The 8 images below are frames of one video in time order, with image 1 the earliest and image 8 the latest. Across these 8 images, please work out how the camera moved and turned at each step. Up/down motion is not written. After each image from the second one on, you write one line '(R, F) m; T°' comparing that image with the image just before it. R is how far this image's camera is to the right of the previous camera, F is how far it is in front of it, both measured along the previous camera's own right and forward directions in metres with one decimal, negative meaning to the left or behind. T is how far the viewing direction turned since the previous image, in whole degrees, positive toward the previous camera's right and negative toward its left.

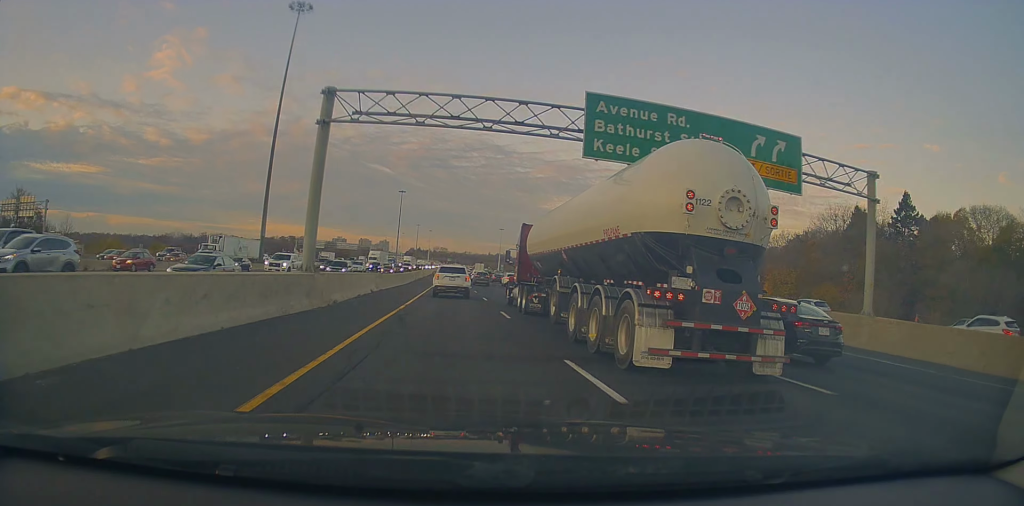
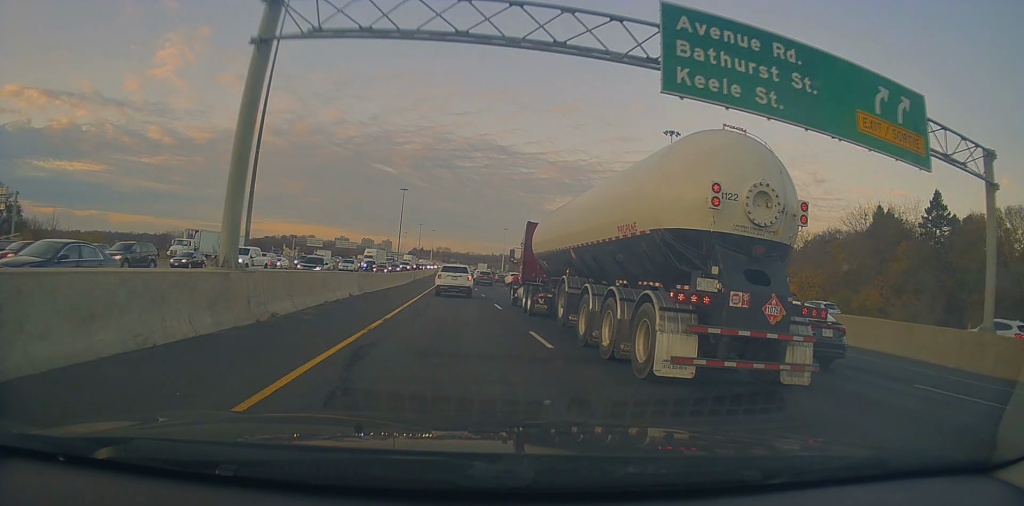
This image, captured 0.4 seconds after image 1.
(-0.1, +7.6) m; 0°
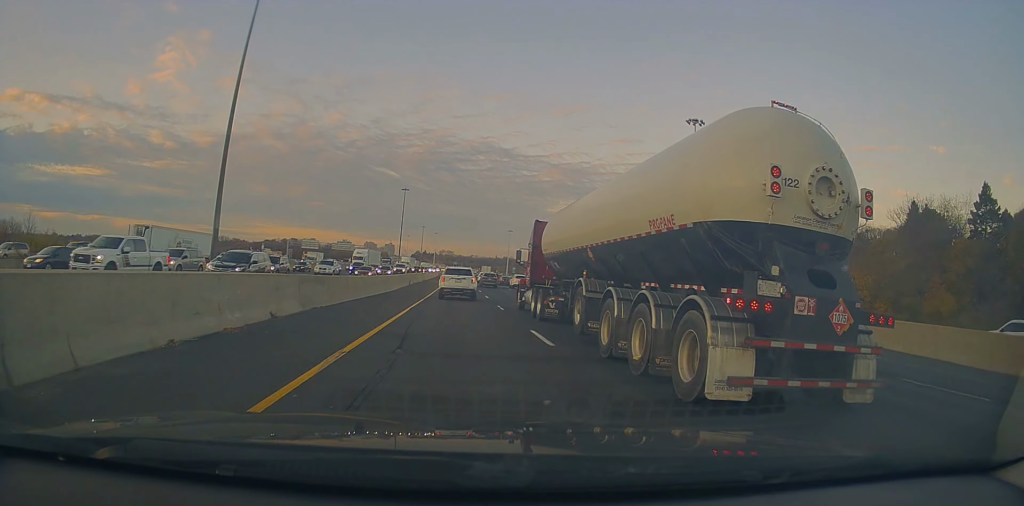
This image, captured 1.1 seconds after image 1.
(-0.1, +11.3) m; 0°
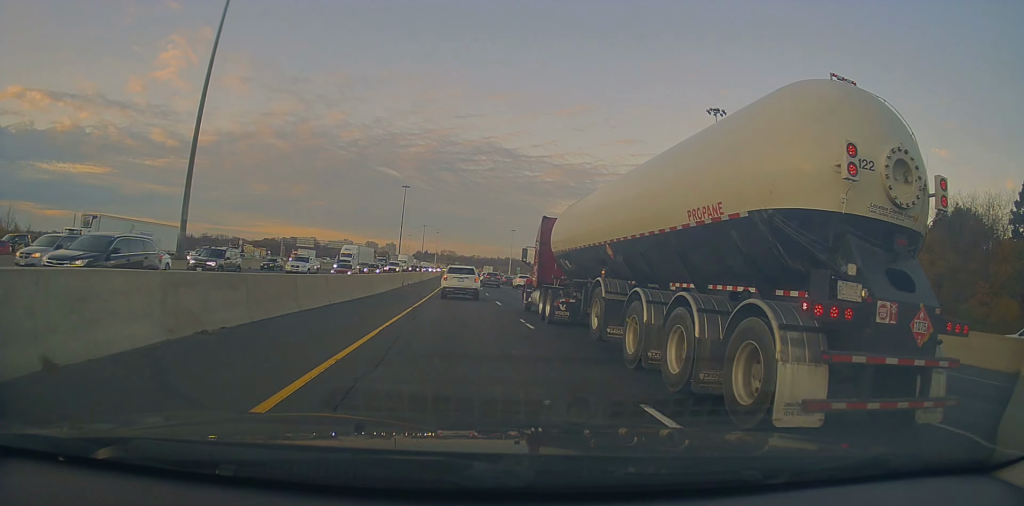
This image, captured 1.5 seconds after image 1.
(0.0, +8.6) m; 0°
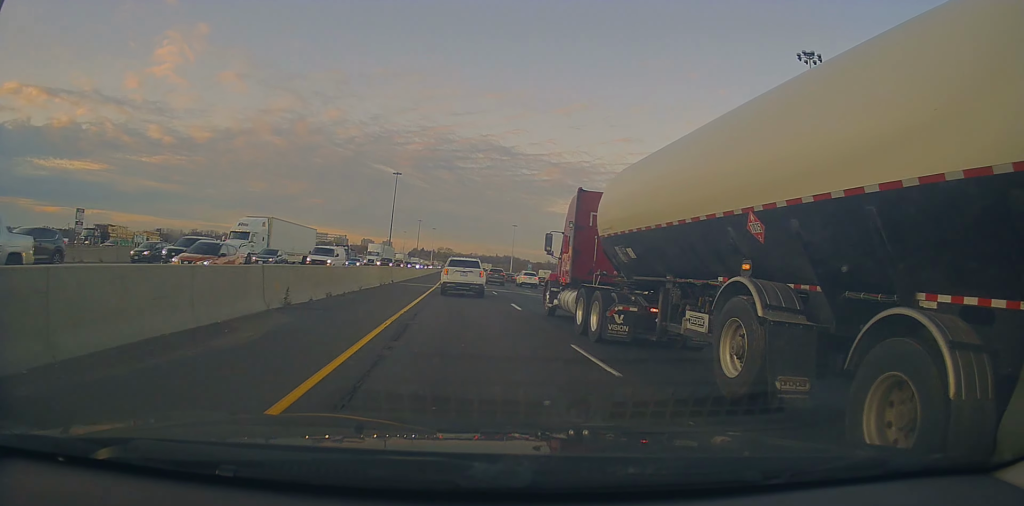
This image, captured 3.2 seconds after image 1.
(+0.1, +30.8) m; -1°
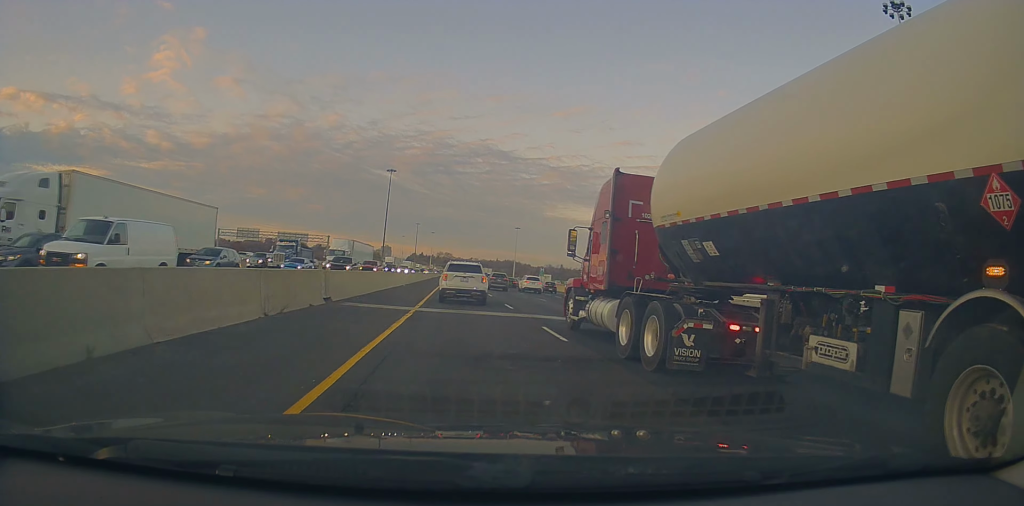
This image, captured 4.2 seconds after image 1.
(-0.3, +19.9) m; +1°
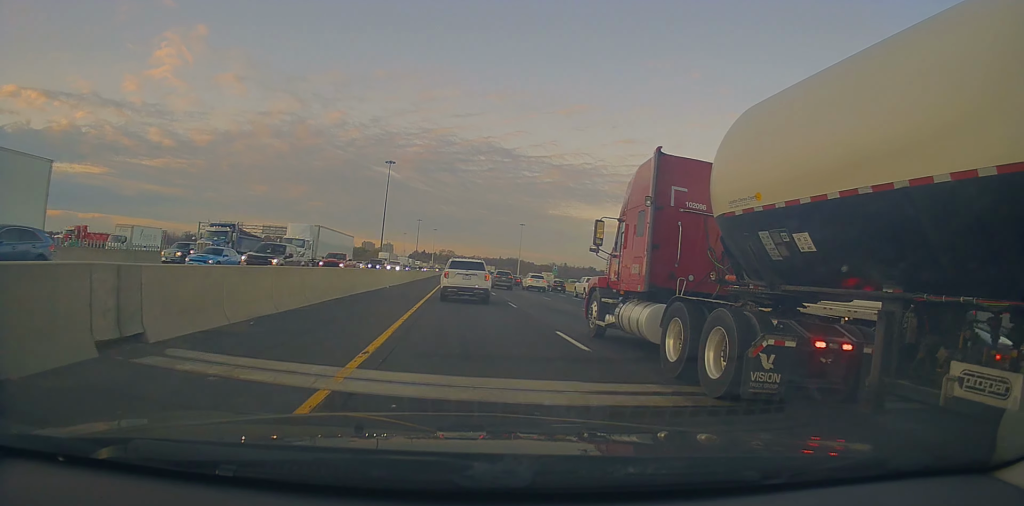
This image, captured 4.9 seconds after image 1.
(+0.5, +12.7) m; +1°
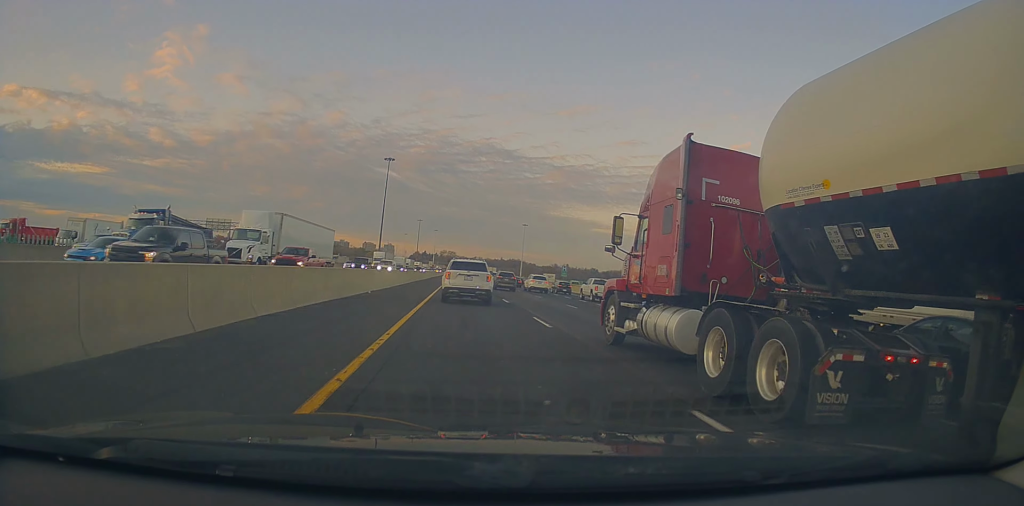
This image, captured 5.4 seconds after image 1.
(-0.2, +7.7) m; -1°
